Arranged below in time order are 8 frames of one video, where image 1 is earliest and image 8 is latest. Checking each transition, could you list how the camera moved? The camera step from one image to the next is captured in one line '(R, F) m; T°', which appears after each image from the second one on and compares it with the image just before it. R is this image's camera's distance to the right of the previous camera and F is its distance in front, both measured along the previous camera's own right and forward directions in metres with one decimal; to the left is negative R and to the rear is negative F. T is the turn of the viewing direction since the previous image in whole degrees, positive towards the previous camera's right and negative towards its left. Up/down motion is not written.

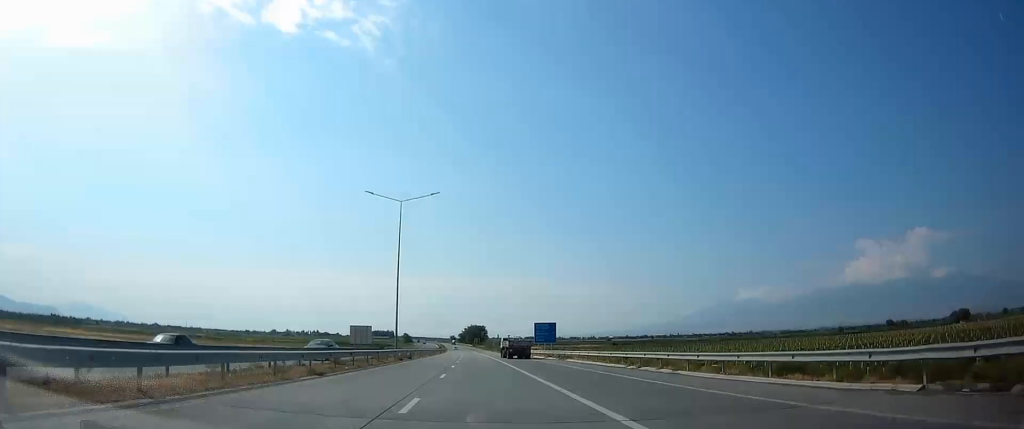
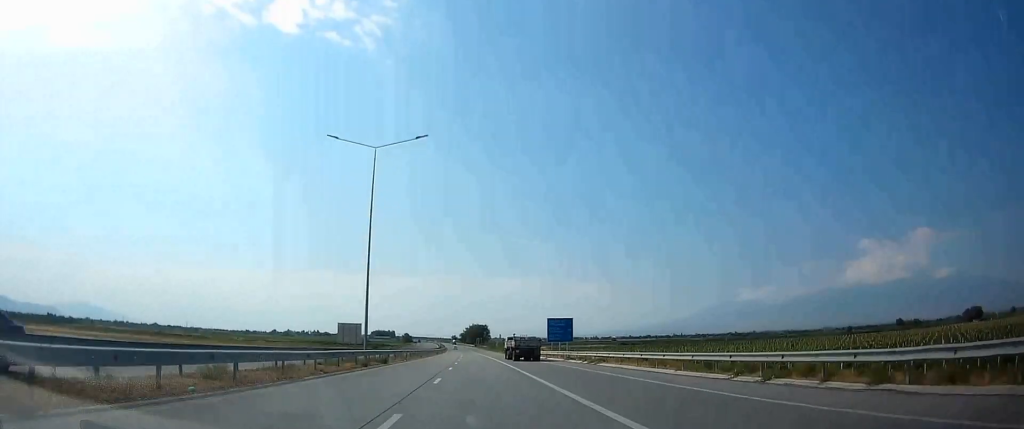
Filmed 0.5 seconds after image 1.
(0.0, +15.3) m; 0°
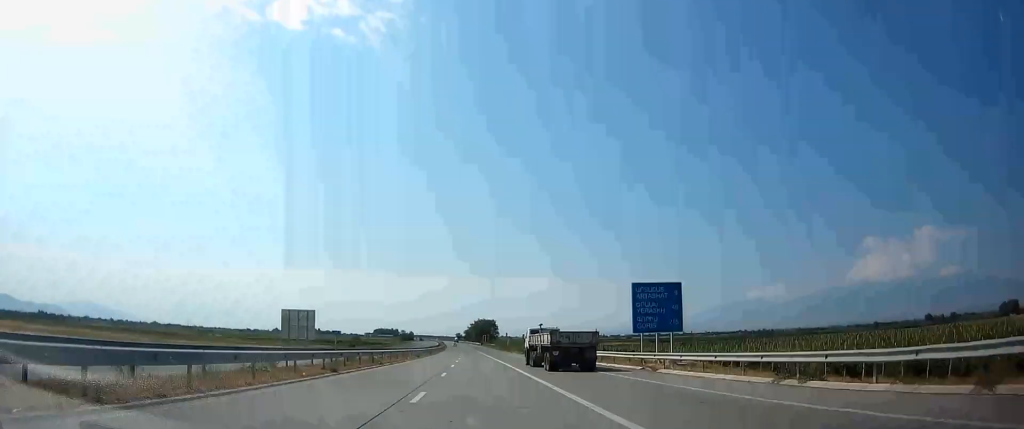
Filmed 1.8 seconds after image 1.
(+0.3, +42.6) m; 0°
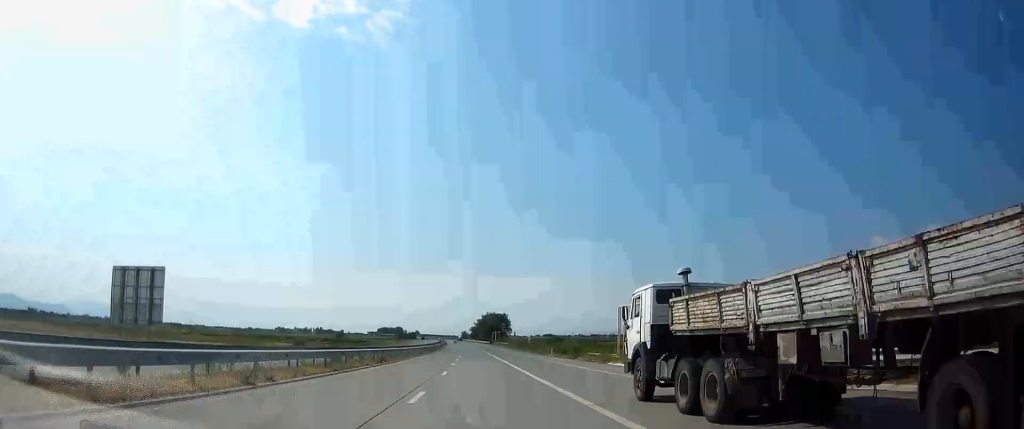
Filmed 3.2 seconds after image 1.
(-0.7, +48.0) m; -1°
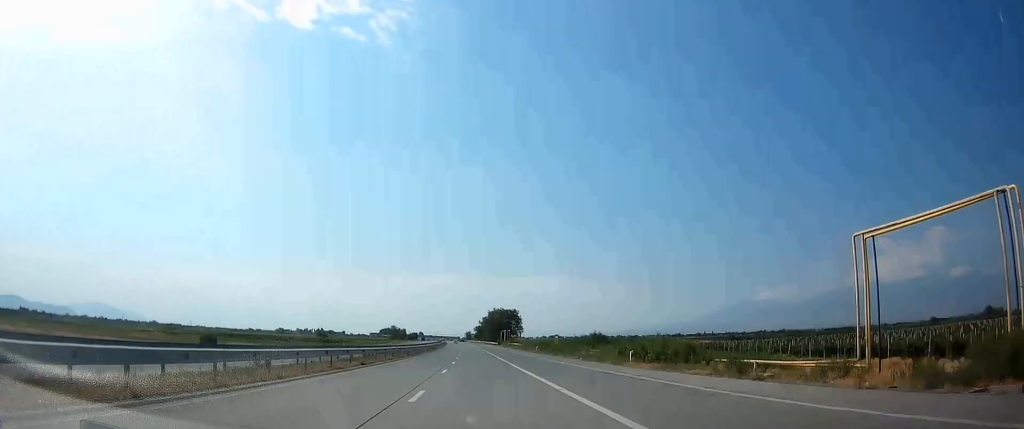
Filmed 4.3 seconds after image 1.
(0.0, +34.9) m; 0°
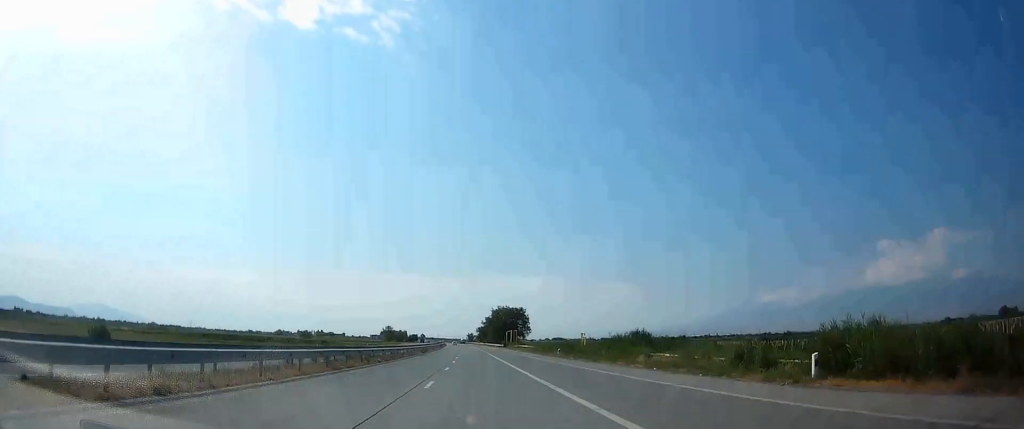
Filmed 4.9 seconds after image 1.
(+0.2, +20.7) m; 0°
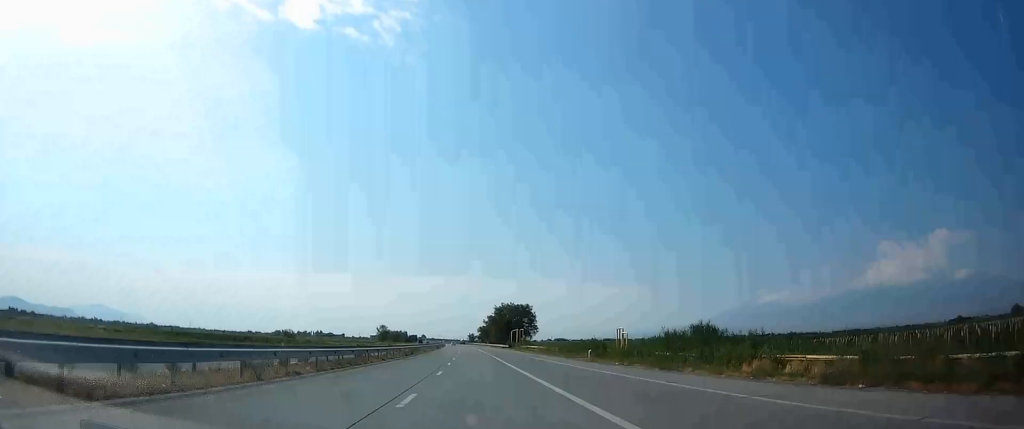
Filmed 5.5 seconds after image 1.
(0.0, +17.4) m; -1°
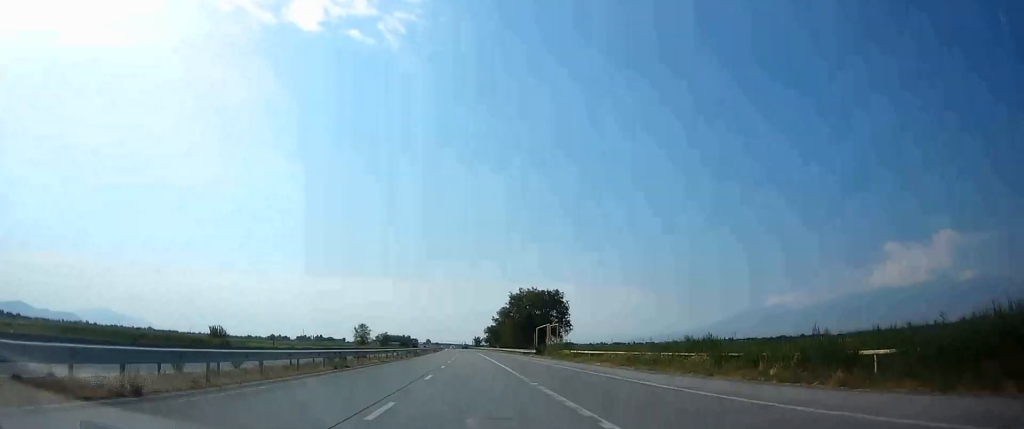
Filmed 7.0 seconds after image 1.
(-1.1, +49.8) m; -2°
